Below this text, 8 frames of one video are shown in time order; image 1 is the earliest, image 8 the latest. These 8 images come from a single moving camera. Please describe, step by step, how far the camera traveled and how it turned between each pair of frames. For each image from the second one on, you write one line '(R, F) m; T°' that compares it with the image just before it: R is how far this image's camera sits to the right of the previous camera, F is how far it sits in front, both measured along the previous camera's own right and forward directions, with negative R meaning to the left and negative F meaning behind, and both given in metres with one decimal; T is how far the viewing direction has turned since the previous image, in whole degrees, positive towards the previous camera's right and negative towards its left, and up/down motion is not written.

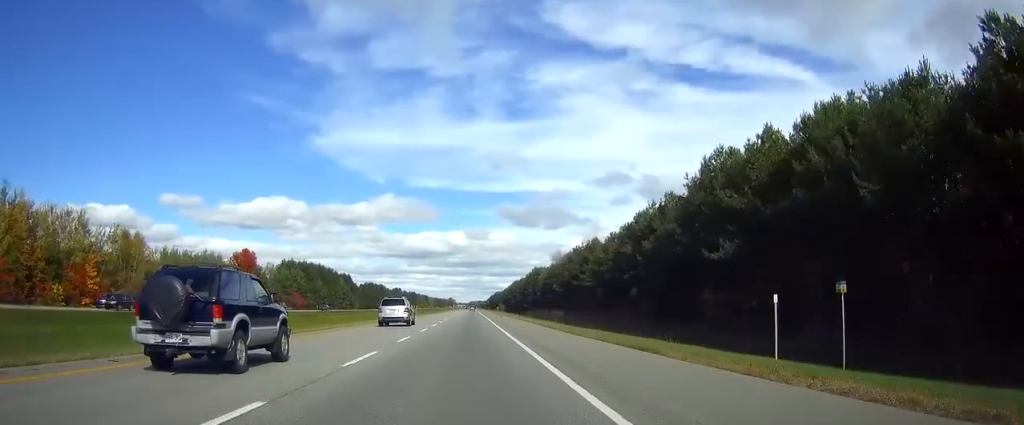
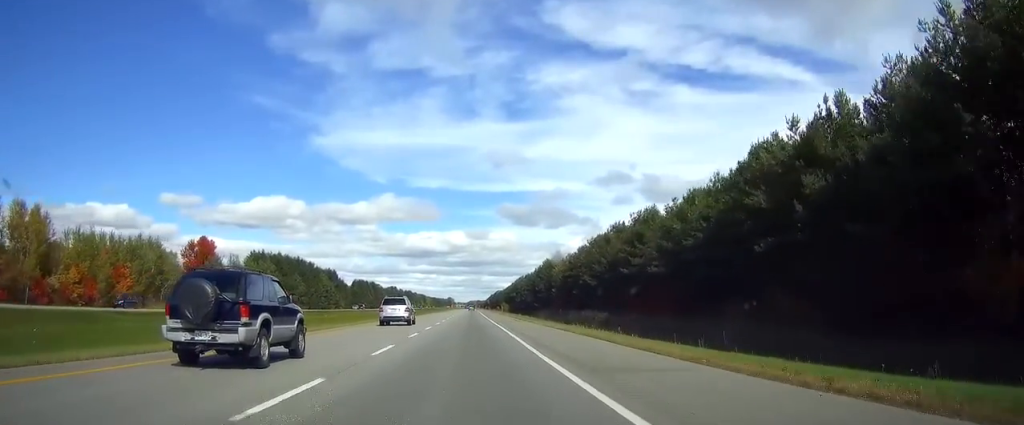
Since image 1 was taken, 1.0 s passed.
(0.0, +32.9) m; 0°
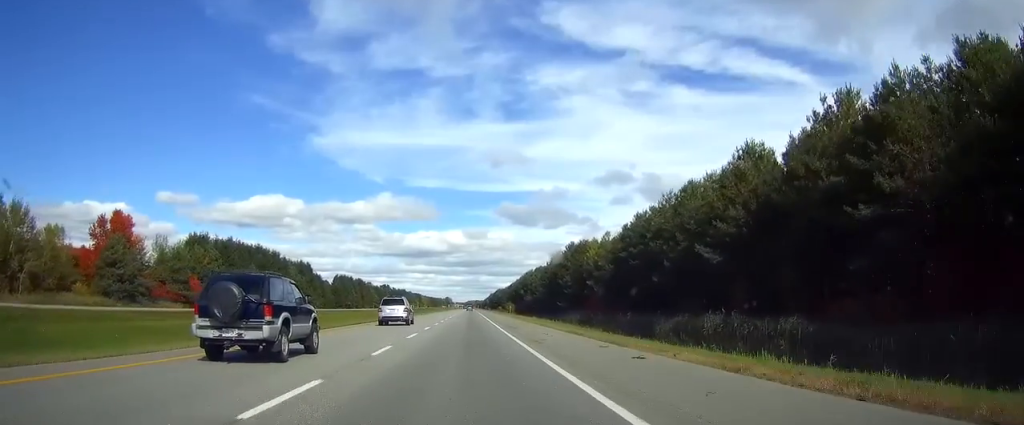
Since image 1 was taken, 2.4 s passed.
(0.0, +44.5) m; 0°
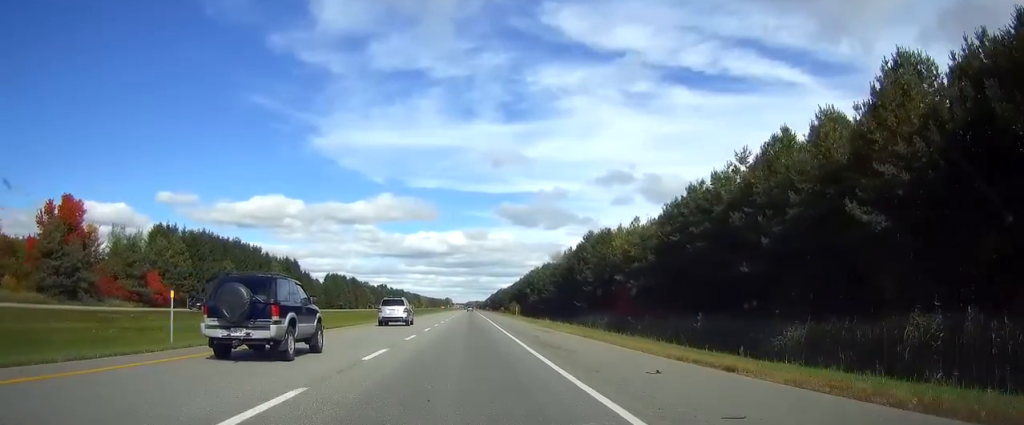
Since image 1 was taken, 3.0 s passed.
(-0.1, +19.1) m; 0°
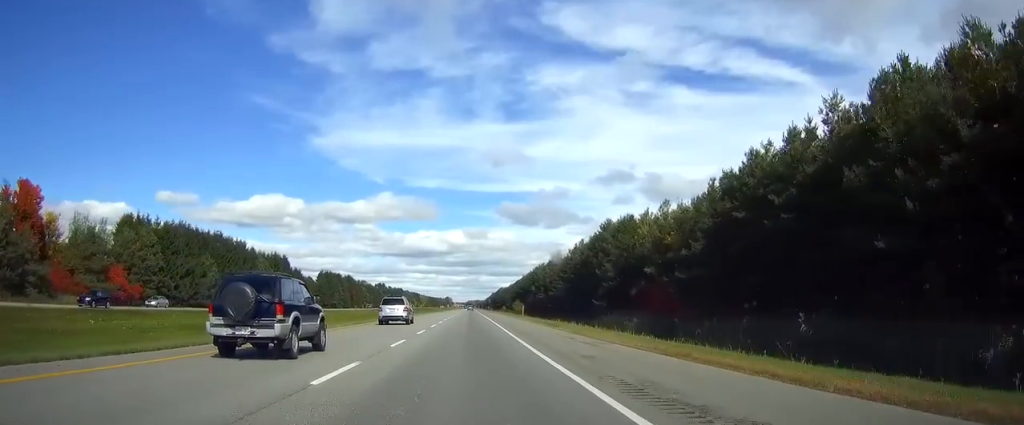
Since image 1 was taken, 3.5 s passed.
(0.0, +13.7) m; 0°
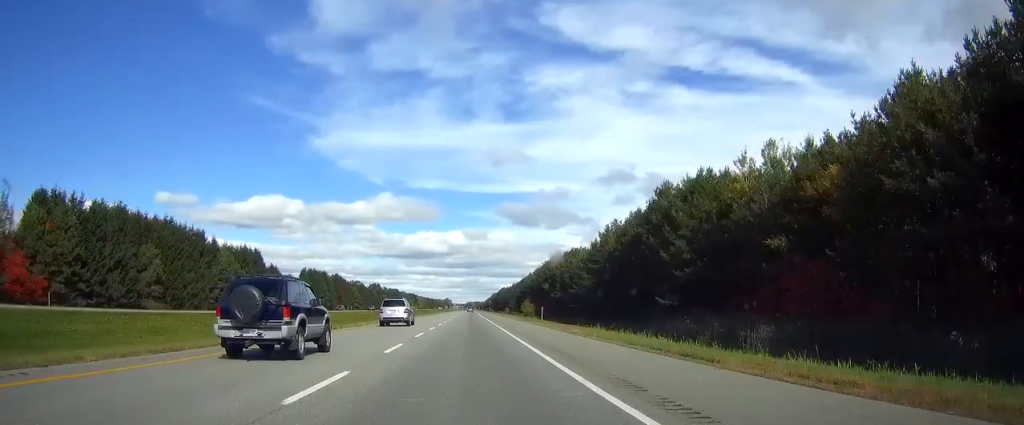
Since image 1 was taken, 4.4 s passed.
(+0.1, +28.5) m; 0°
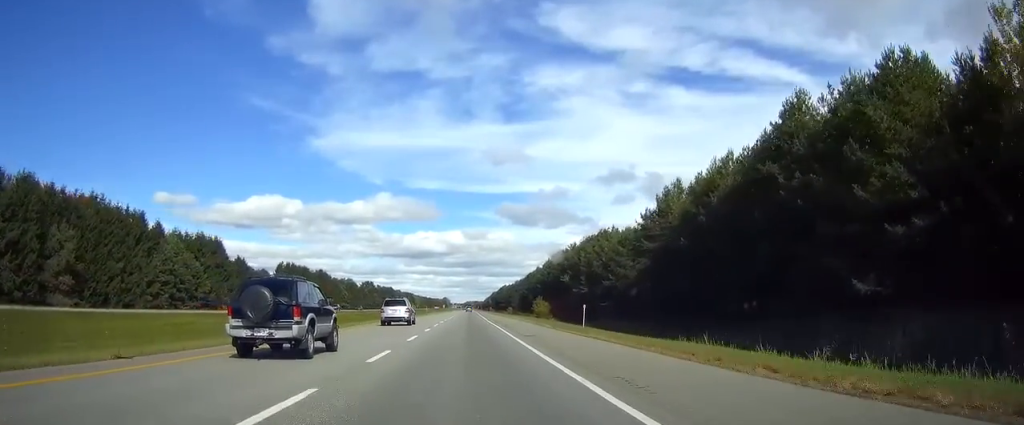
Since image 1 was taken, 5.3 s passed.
(+0.1, +29.5) m; 0°
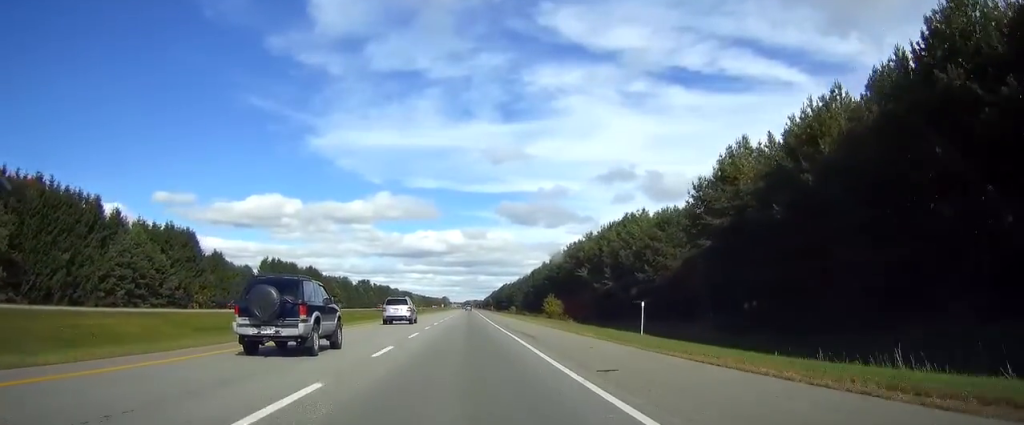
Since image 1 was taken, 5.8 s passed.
(0.0, +16.8) m; 0°
